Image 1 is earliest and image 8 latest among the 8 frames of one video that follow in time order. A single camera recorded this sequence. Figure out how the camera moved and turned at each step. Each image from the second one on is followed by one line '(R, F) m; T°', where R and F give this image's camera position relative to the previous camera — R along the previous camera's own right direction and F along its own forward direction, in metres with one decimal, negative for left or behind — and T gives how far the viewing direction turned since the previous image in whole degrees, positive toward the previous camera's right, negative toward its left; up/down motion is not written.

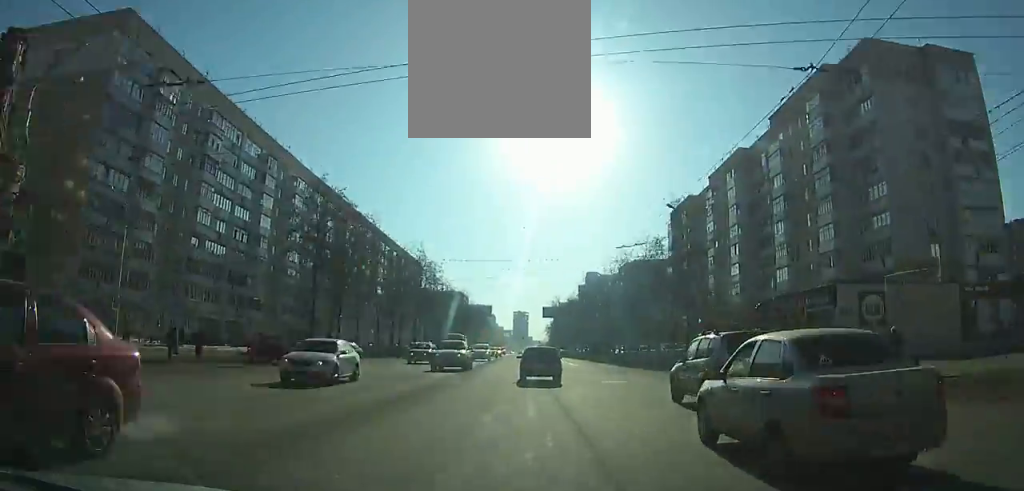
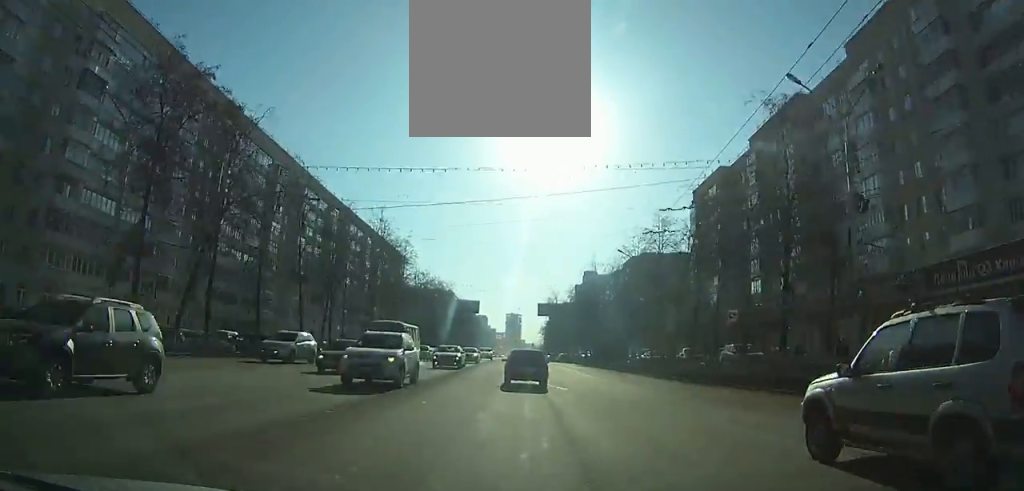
(-0.1, +20.5) m; 0°
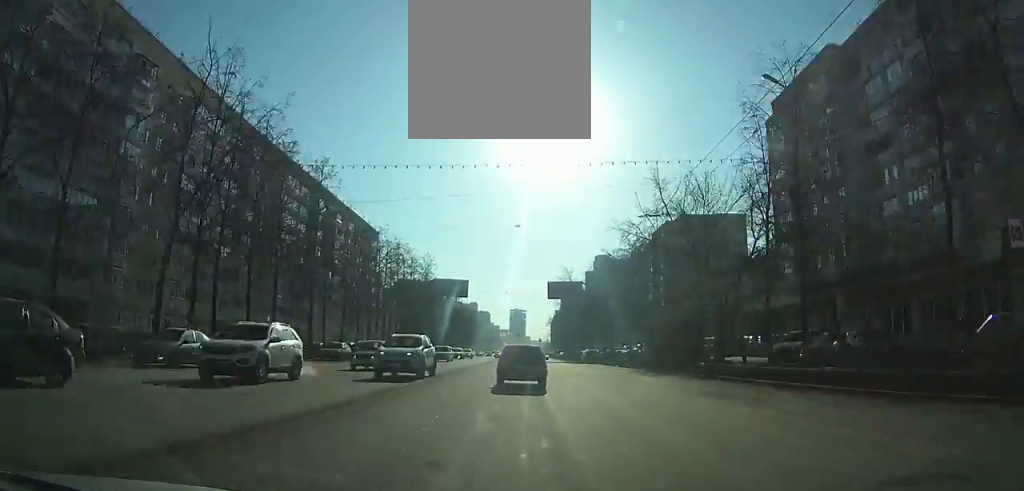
(-0.1, +36.3) m; 0°
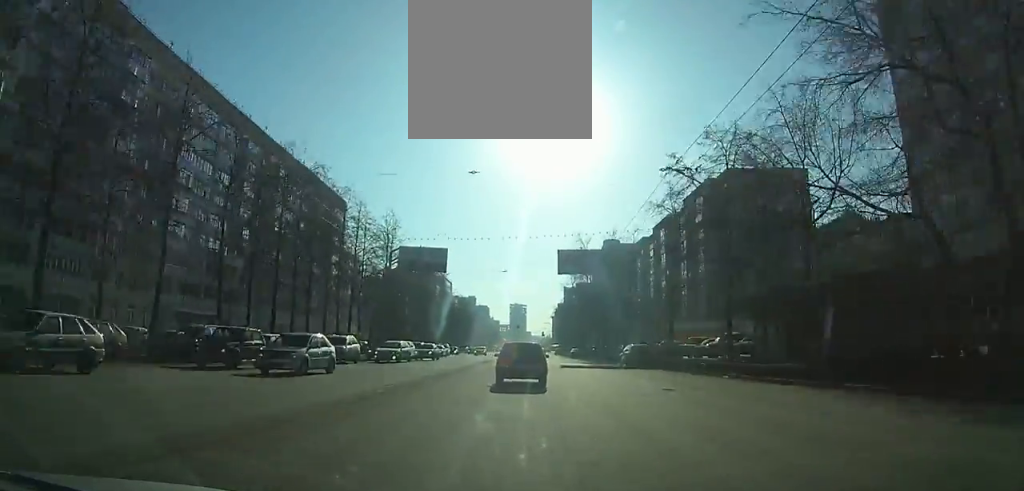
(+0.3, +29.1) m; 0°
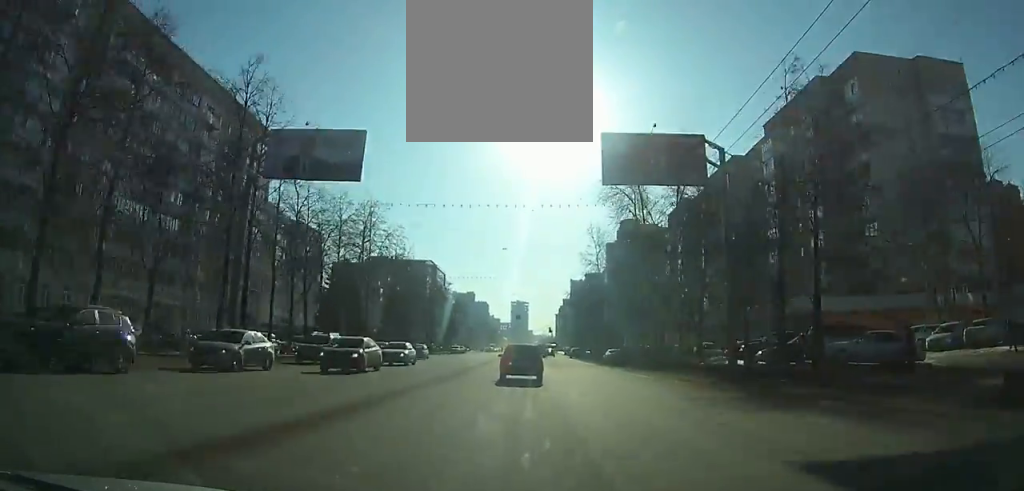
(-0.2, +41.7) m; 0°
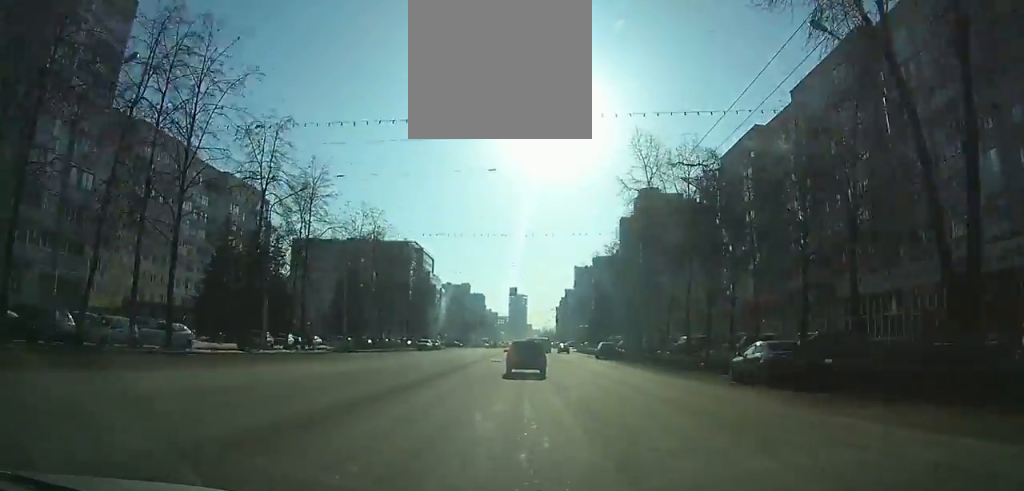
(+0.1, +36.8) m; 0°
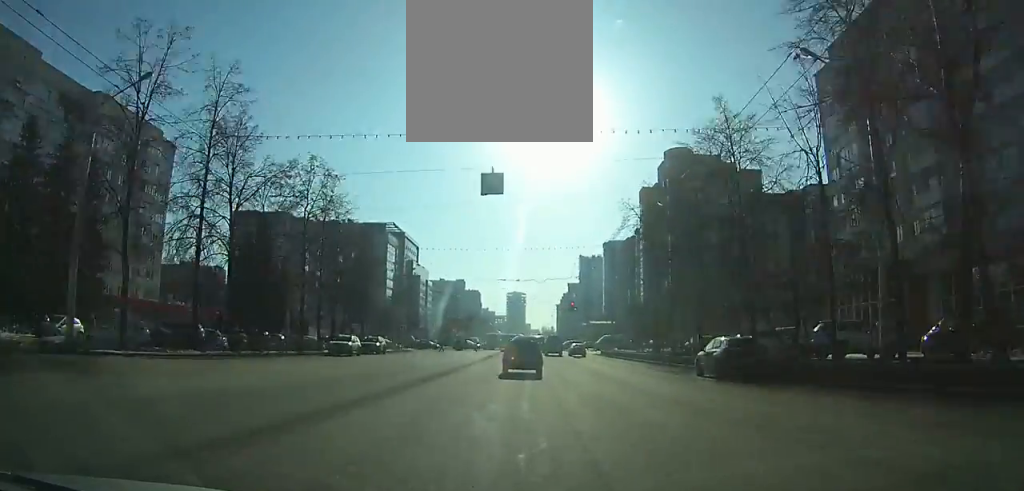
(+0.2, +35.8) m; 0°
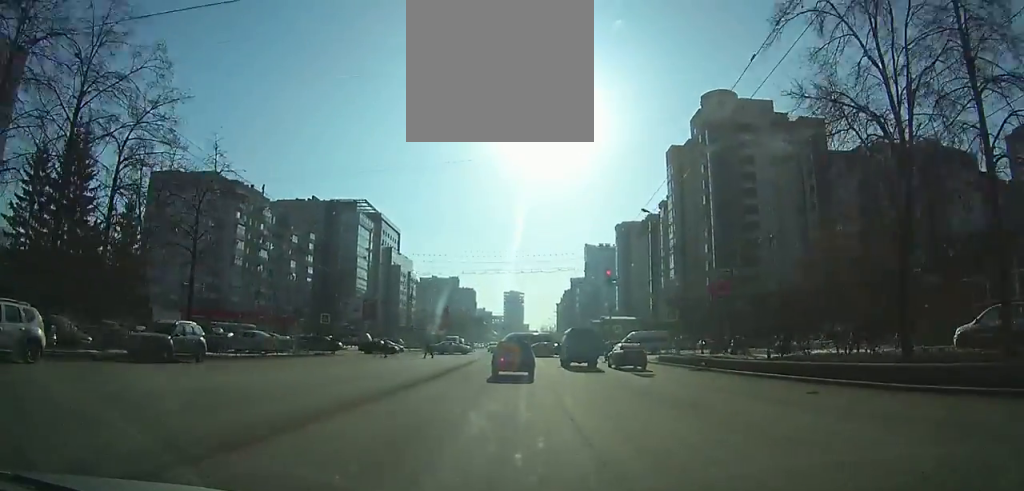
(0.0, +31.4) m; 0°
